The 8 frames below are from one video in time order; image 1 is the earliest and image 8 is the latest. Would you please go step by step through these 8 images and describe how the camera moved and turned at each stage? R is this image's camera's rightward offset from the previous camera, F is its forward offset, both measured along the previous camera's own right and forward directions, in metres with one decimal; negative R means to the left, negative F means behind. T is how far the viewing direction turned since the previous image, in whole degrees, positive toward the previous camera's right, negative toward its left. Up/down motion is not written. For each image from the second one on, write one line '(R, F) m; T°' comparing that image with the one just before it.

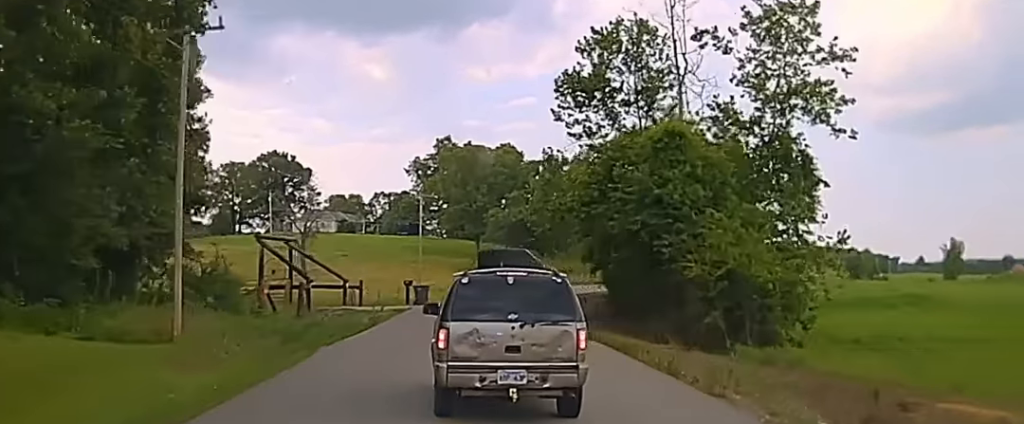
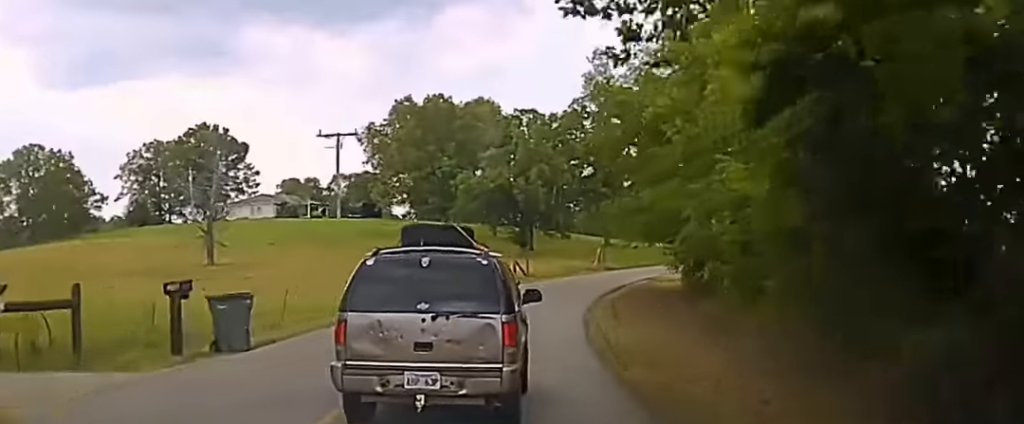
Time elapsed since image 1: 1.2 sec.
(+0.2, +39.0) m; +3°
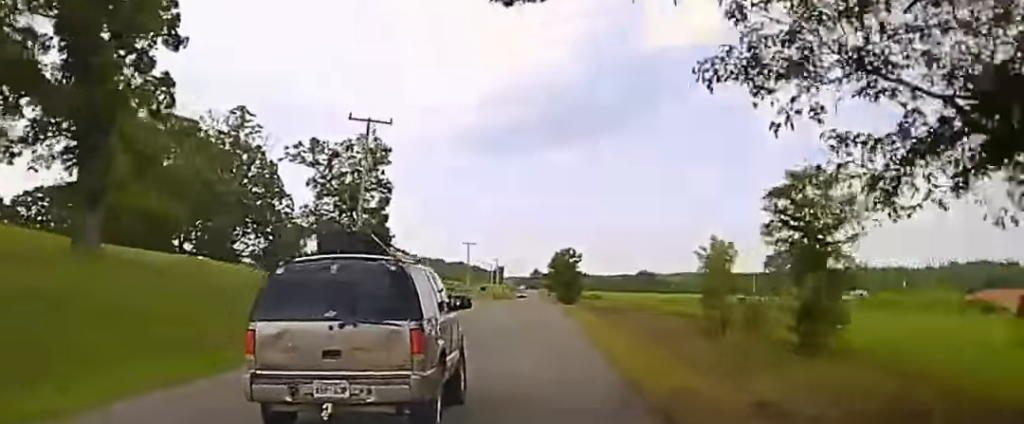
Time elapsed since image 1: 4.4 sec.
(+15.4, +100.9) m; +19°
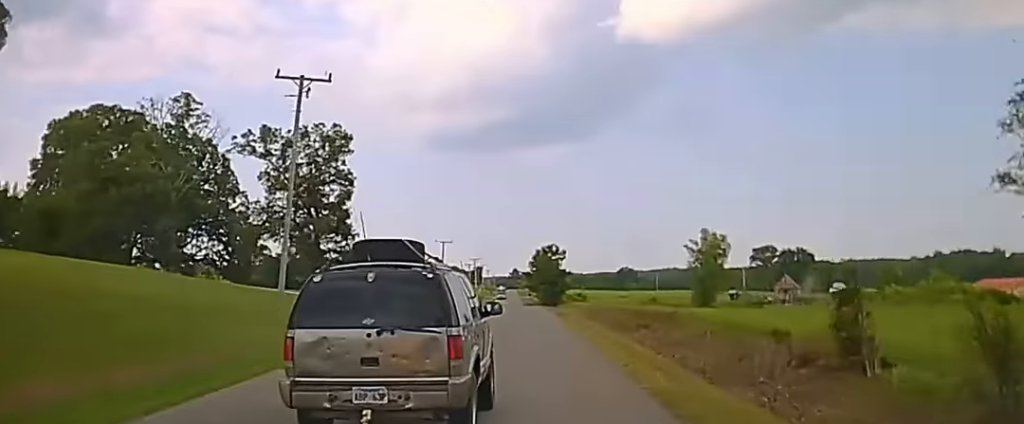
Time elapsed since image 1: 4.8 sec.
(+0.2, +12.8) m; +3°
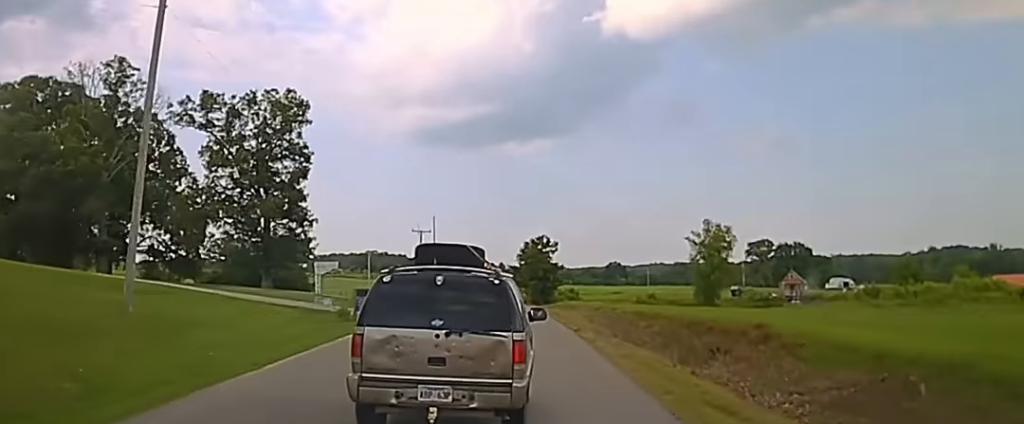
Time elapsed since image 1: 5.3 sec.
(+0.6, +16.8) m; +1°
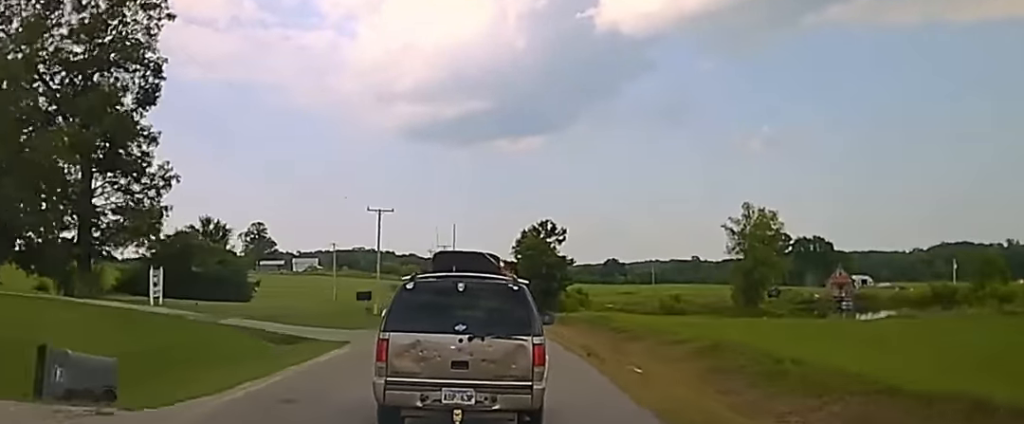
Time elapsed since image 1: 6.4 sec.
(+0.3, +36.4) m; 0°
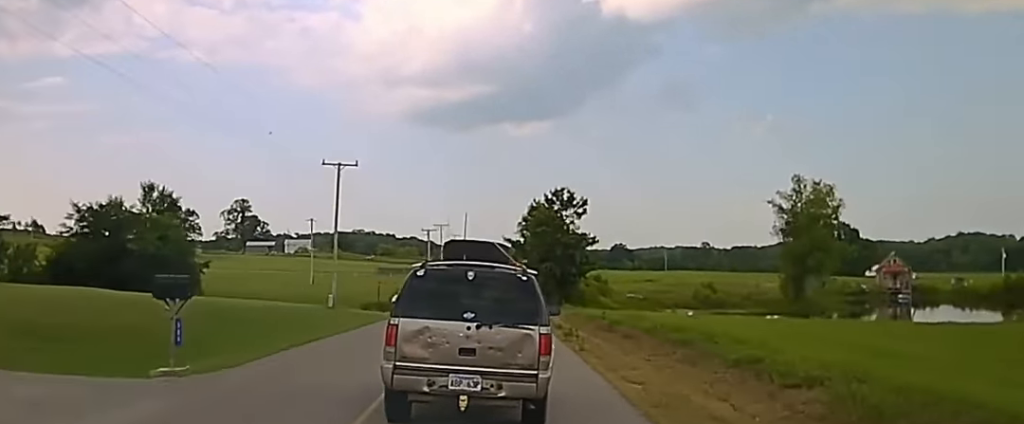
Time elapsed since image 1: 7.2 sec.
(-0.1, +26.5) m; 0°
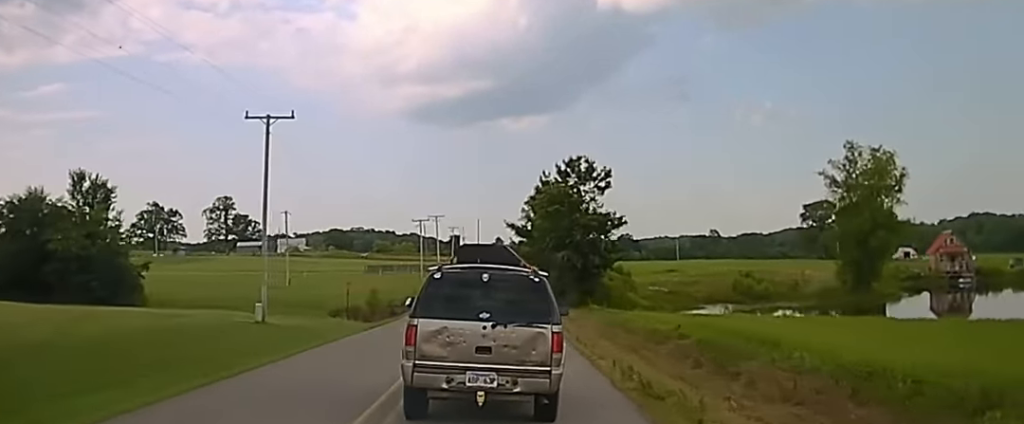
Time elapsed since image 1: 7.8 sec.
(0.0, +19.9) m; 0°
